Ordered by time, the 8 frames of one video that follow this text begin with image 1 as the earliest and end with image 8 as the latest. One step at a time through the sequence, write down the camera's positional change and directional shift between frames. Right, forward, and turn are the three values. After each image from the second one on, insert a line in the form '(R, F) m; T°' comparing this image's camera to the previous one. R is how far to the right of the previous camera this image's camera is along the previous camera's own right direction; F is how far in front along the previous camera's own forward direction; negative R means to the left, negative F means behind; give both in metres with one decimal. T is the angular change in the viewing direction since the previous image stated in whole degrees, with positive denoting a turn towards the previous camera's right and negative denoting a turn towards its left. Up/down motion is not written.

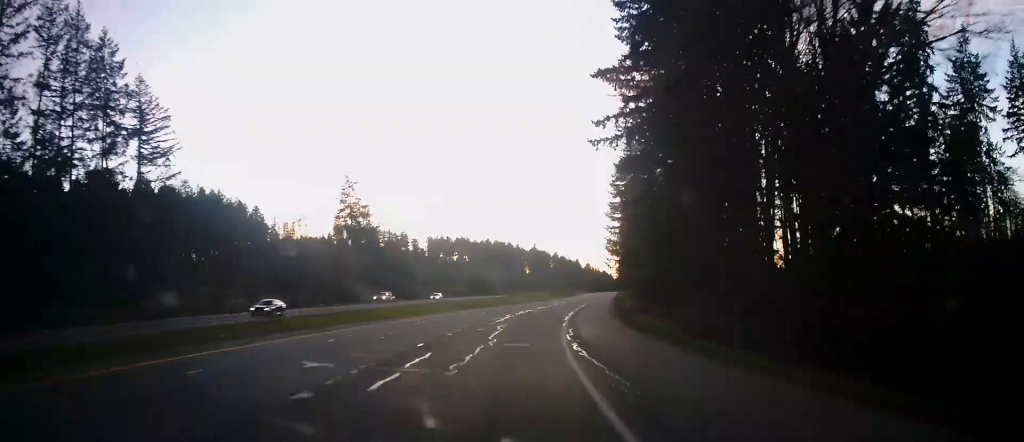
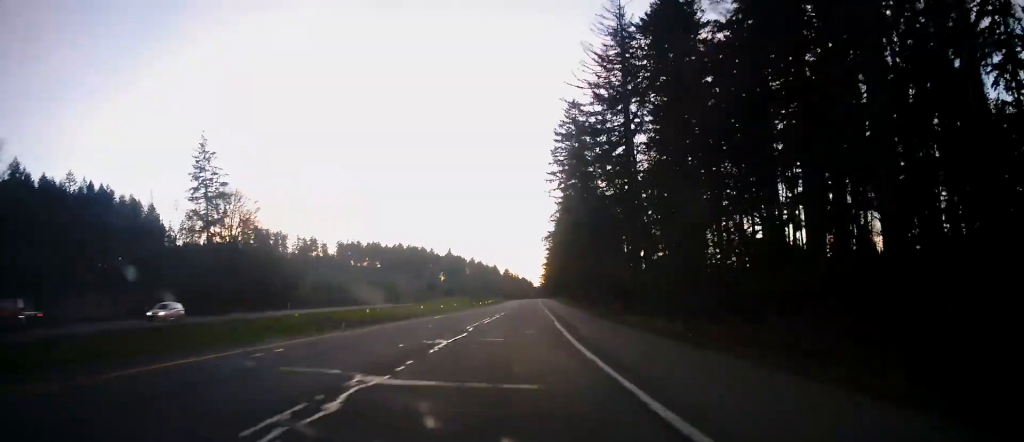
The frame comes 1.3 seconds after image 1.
(+2.1, +38.1) m; +8°
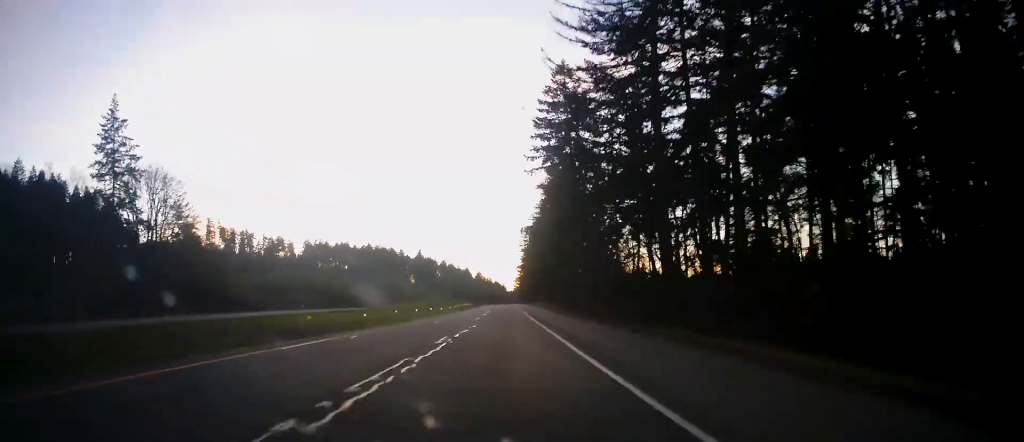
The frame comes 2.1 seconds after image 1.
(+1.3, +23.0) m; +5°
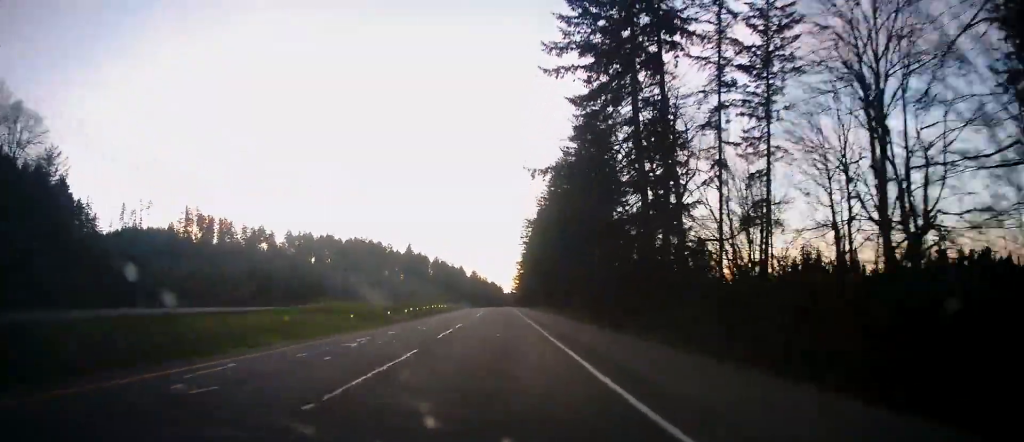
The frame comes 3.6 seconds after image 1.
(+2.0, +43.3) m; +3°
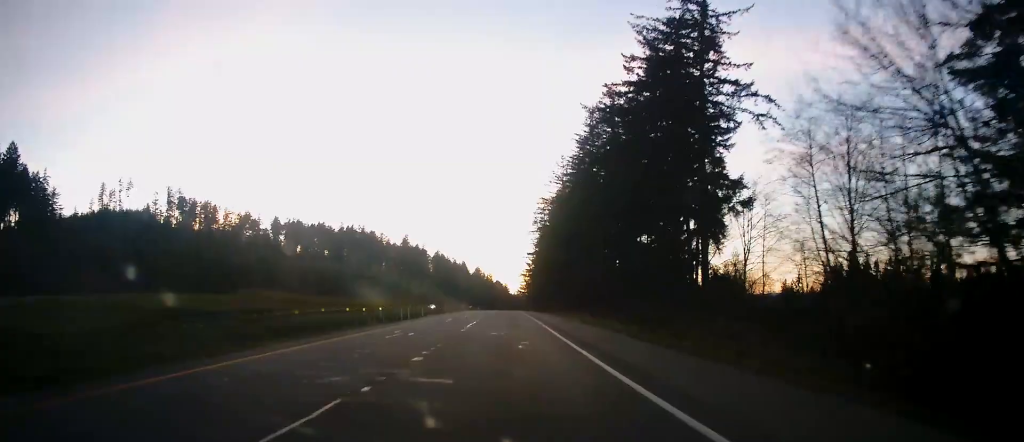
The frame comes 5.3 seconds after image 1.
(-0.7, +47.4) m; -1°
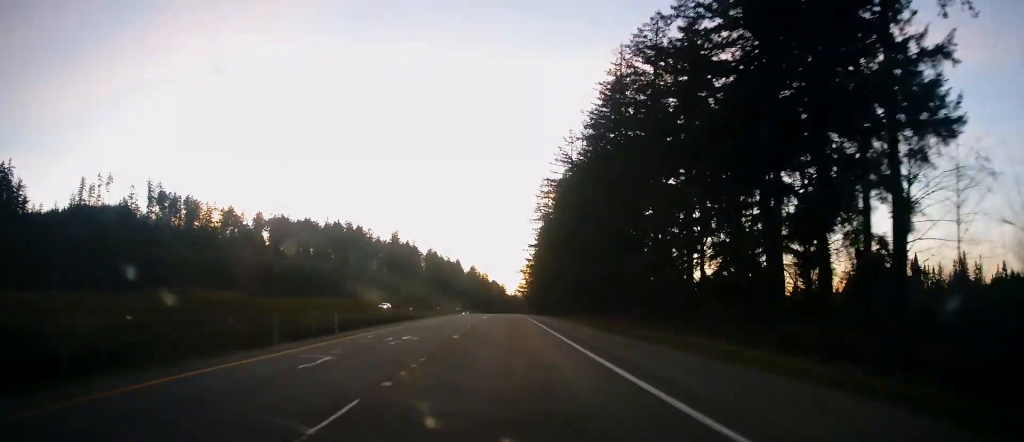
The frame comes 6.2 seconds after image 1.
(0.0, +28.1) m; 0°
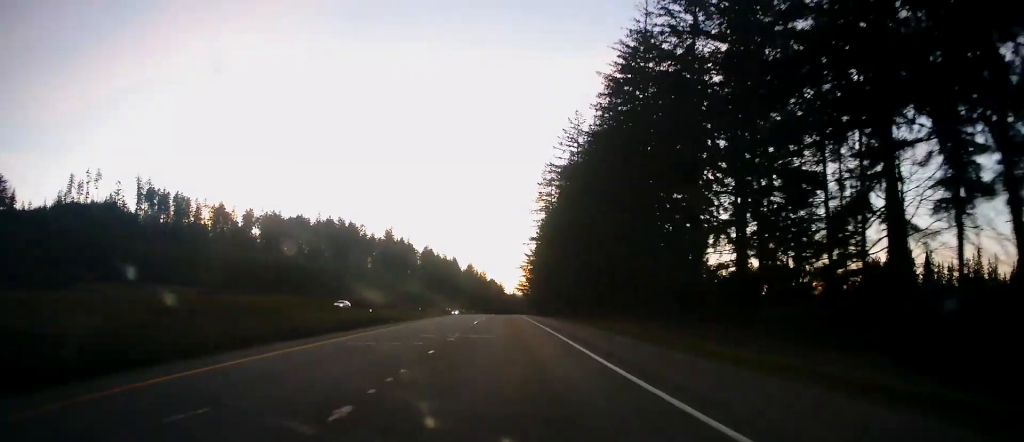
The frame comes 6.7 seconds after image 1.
(0.0, +14.5) m; 0°
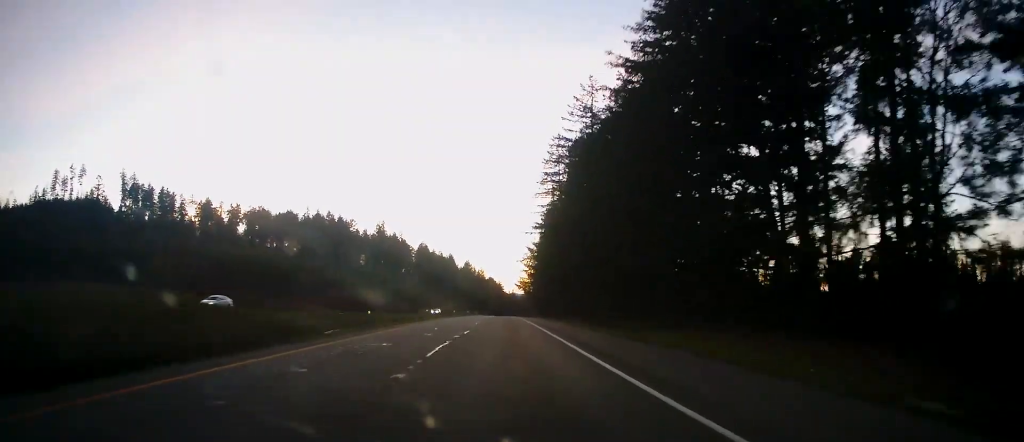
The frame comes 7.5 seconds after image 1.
(-0.1, +21.3) m; +1°
